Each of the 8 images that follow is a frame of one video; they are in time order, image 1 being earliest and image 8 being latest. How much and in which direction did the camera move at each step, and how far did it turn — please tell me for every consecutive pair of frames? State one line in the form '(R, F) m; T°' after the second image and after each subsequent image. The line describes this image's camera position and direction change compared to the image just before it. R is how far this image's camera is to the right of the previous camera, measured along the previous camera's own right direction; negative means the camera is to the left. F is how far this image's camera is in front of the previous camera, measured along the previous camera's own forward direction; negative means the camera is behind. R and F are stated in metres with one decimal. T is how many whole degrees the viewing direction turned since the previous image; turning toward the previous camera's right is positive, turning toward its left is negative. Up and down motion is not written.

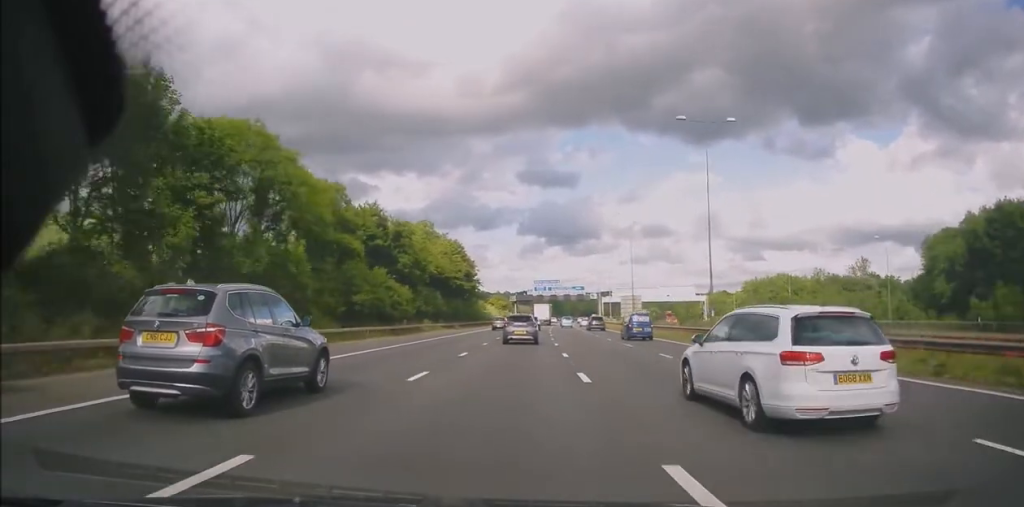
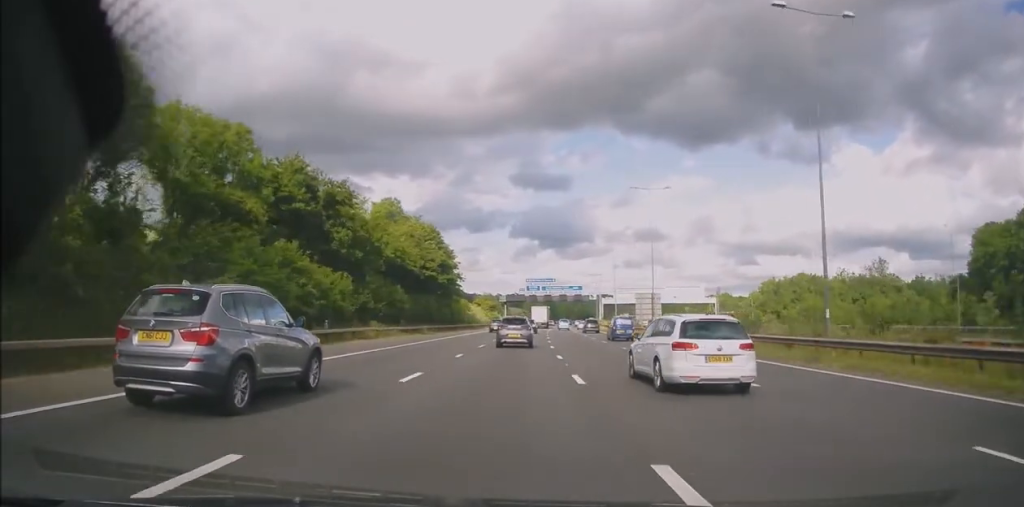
(+0.4, +17.5) m; 0°
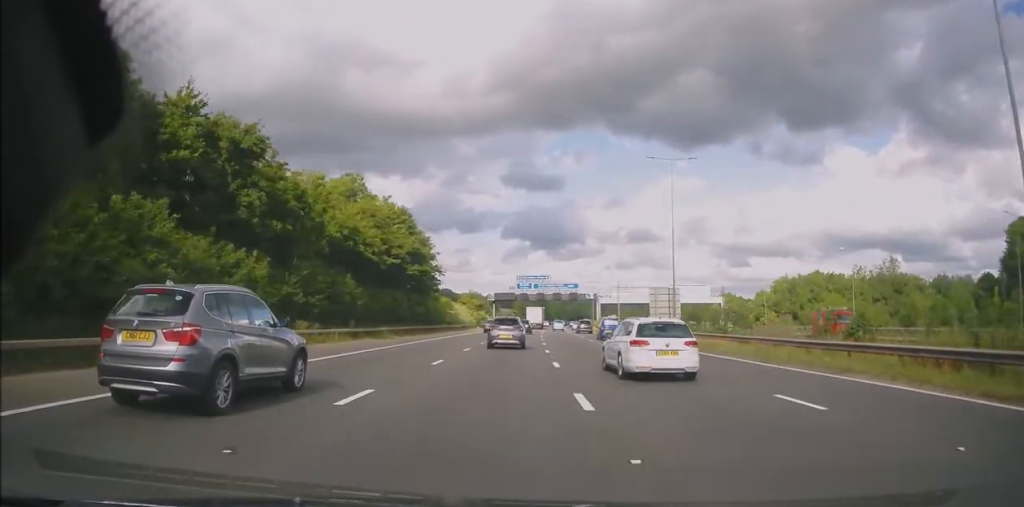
(+0.1, +12.4) m; 0°
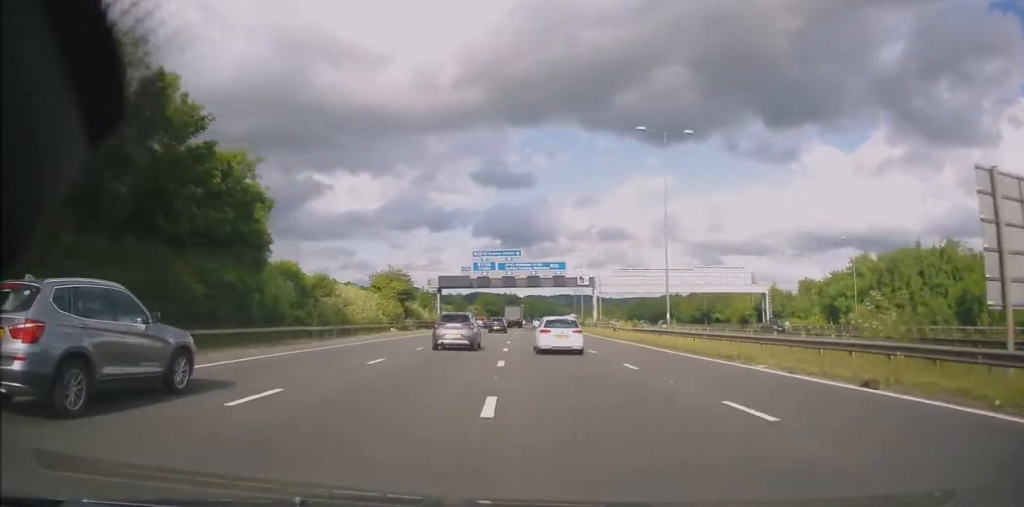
(+0.9, +45.6) m; +3°
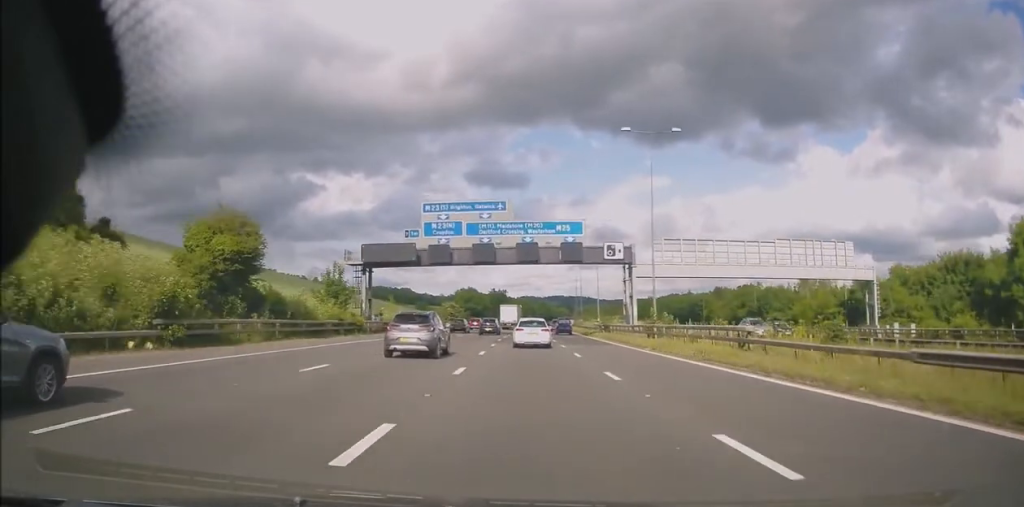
(0.0, +38.0) m; +1°
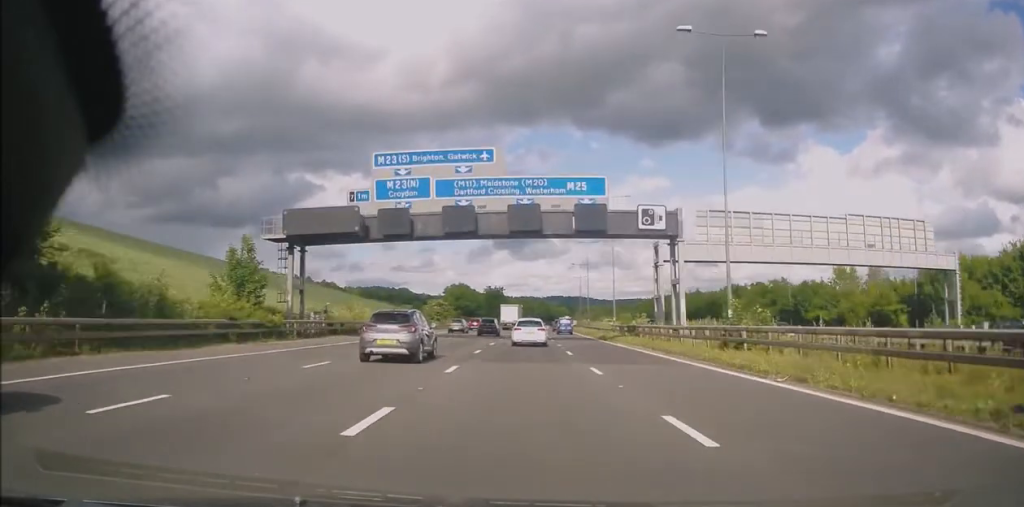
(+0.3, +16.5) m; 0°
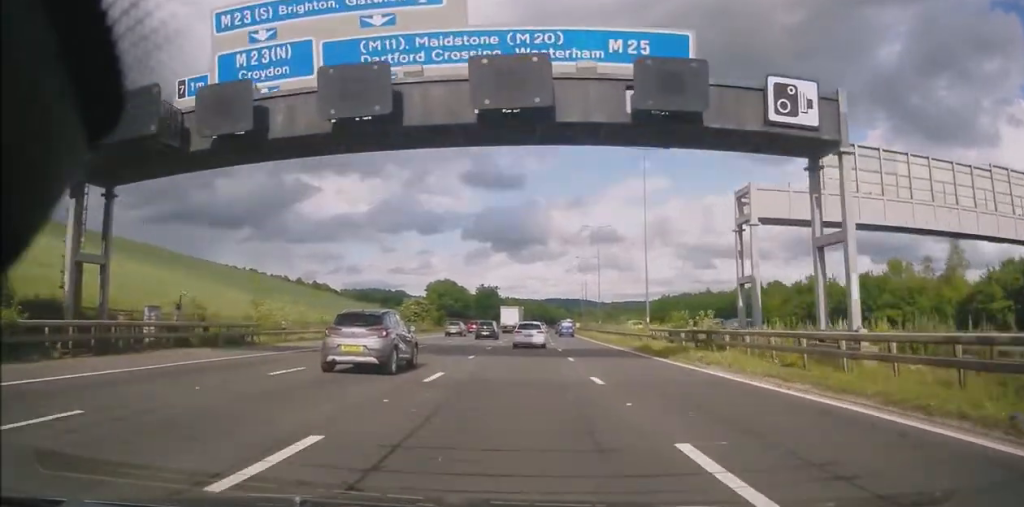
(0.0, +19.6) m; 0°
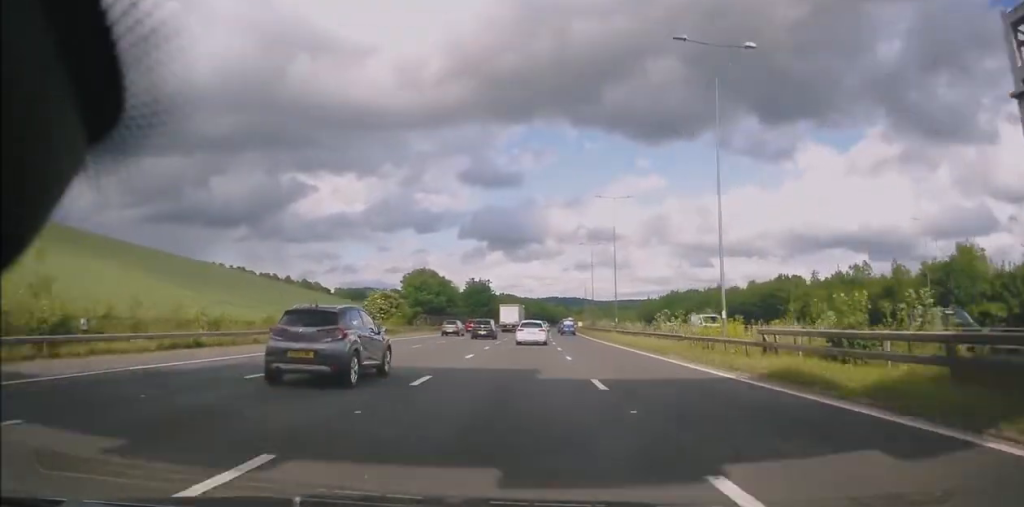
(-0.3, +18.9) m; 0°
